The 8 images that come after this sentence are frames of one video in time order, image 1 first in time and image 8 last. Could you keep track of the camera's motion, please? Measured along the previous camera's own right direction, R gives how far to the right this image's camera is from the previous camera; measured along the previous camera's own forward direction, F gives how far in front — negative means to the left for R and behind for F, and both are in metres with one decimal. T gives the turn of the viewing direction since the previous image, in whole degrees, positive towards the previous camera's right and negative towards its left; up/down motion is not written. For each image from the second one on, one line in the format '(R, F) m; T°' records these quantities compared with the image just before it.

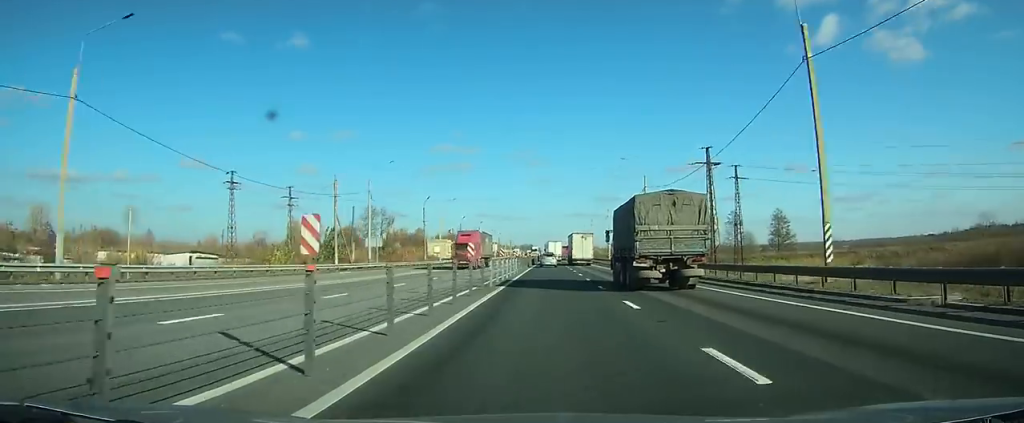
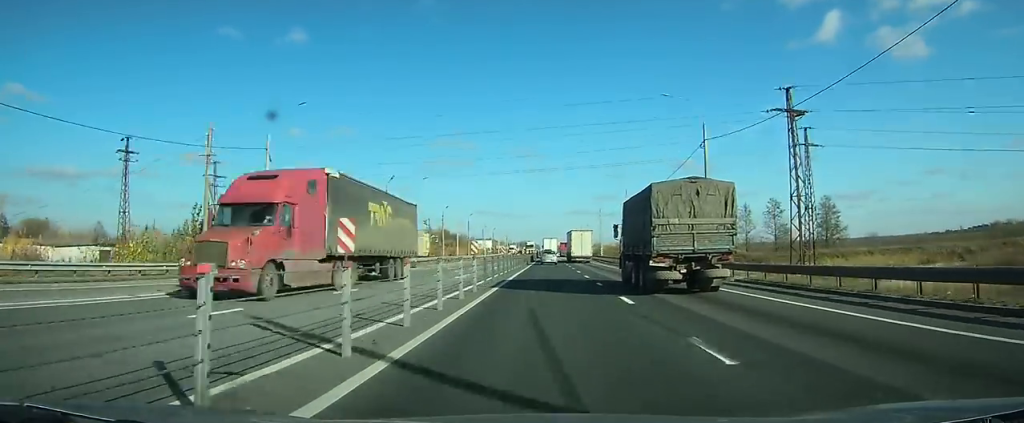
(0.0, +23.5) m; 0°
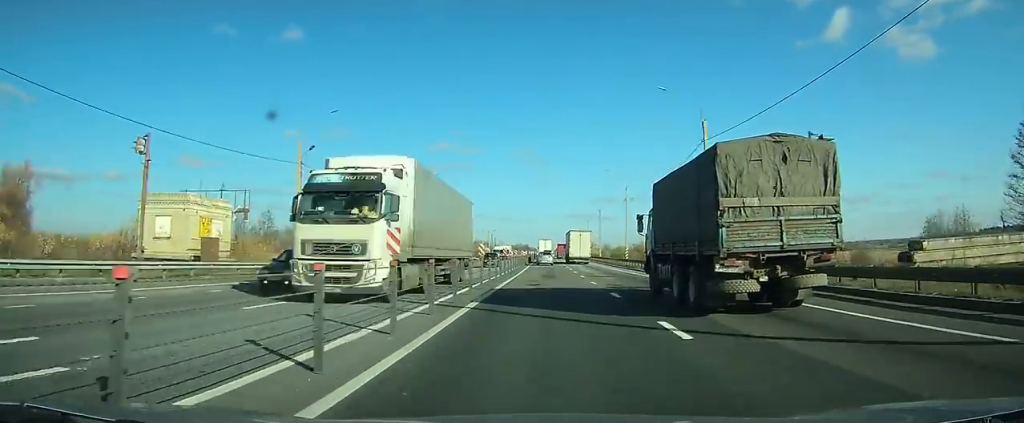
(+0.1, +70.0) m; 0°
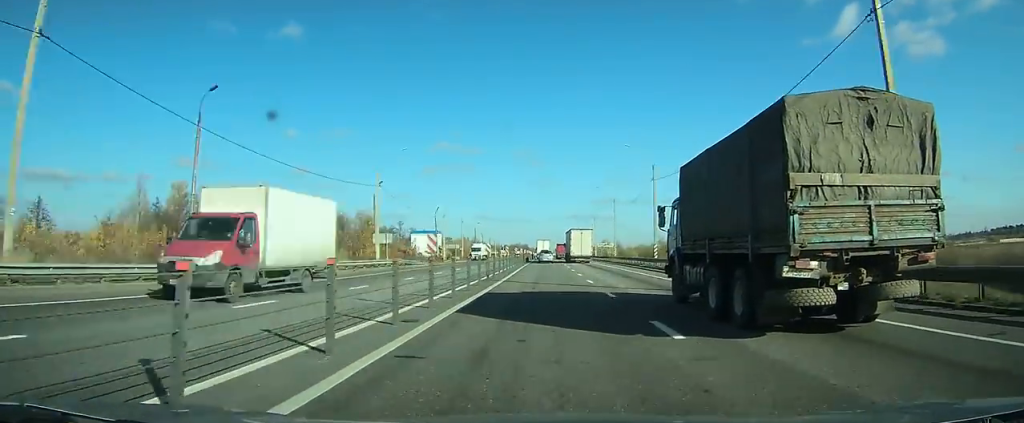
(-0.1, +54.4) m; 0°
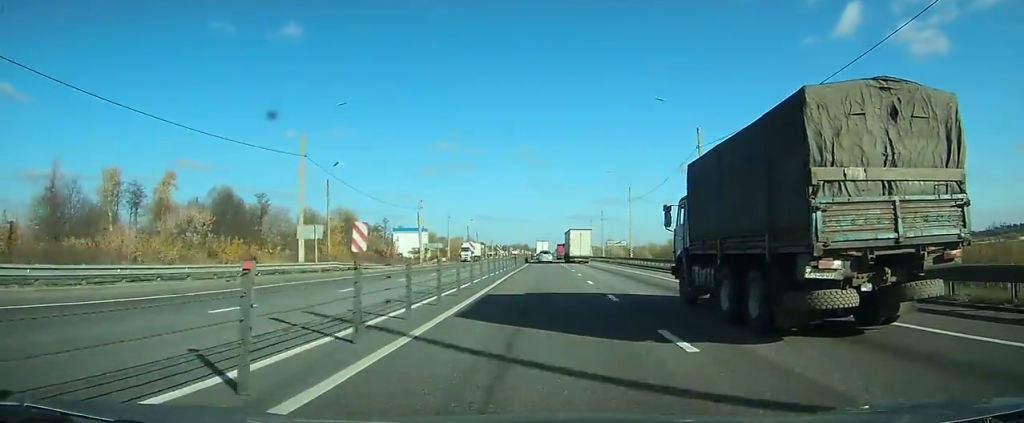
(0.0, +17.6) m; 0°
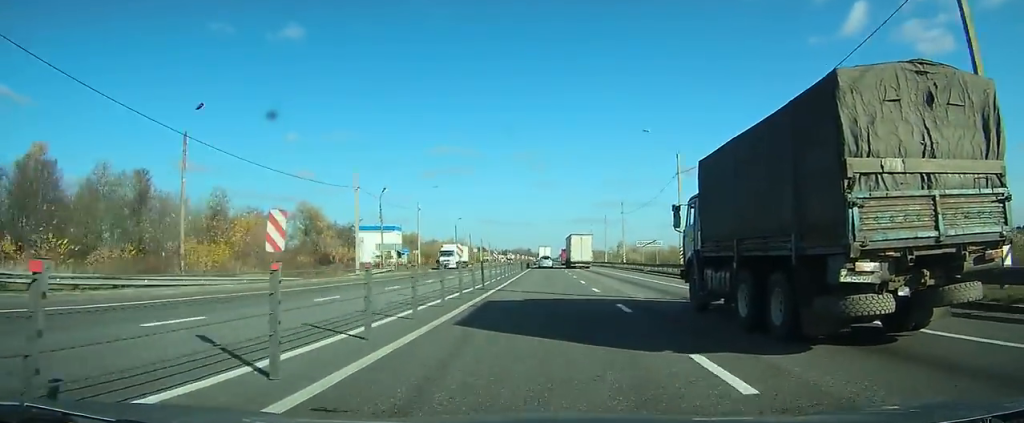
(+0.1, +27.5) m; 0°
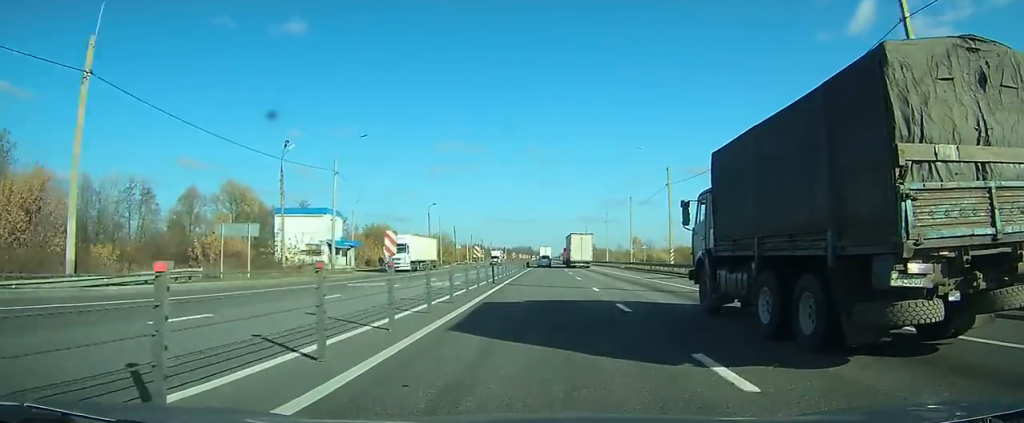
(-0.2, +33.4) m; 0°
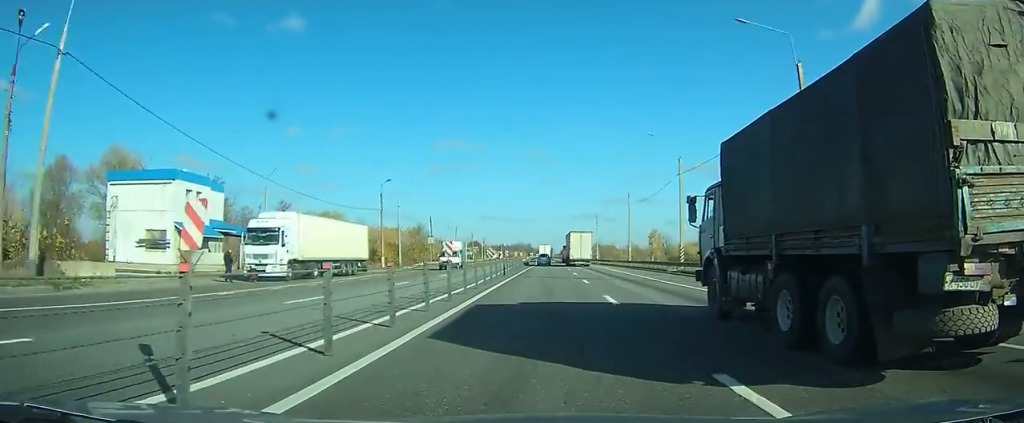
(0.0, +30.2) m; 0°
